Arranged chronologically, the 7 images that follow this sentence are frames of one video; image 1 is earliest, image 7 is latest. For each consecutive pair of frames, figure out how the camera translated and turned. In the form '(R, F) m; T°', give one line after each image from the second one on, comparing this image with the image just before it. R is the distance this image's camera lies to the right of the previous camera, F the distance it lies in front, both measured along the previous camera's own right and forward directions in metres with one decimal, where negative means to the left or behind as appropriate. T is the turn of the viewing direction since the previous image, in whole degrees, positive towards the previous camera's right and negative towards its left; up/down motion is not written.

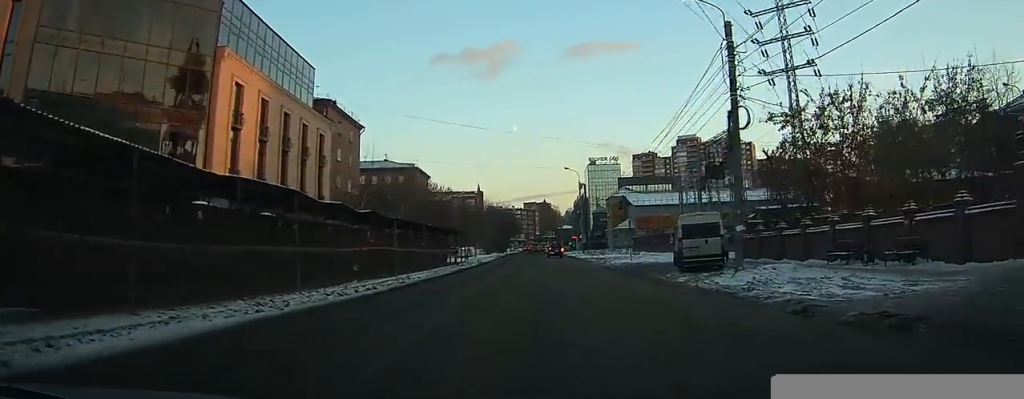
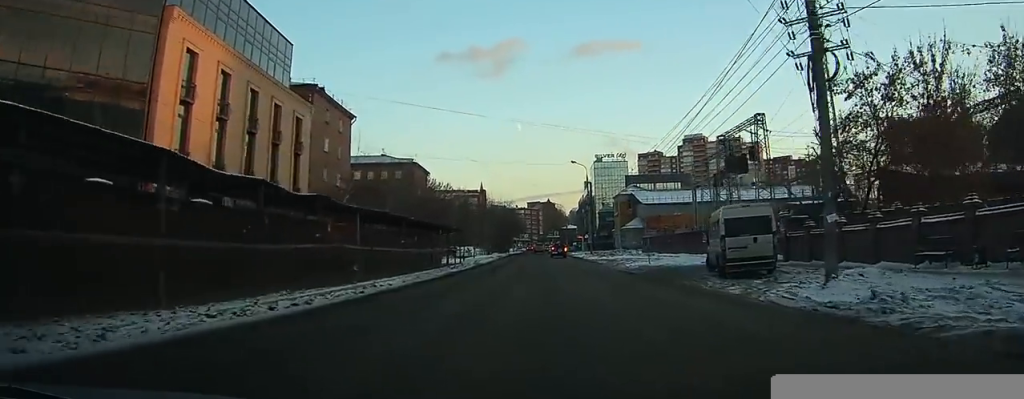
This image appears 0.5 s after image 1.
(0.0, +4.6) m; 0°
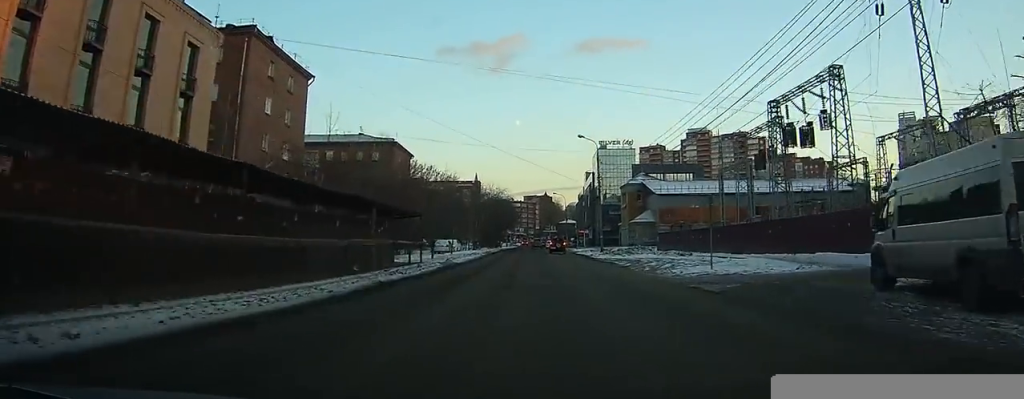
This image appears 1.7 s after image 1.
(0.0, +11.9) m; 0°
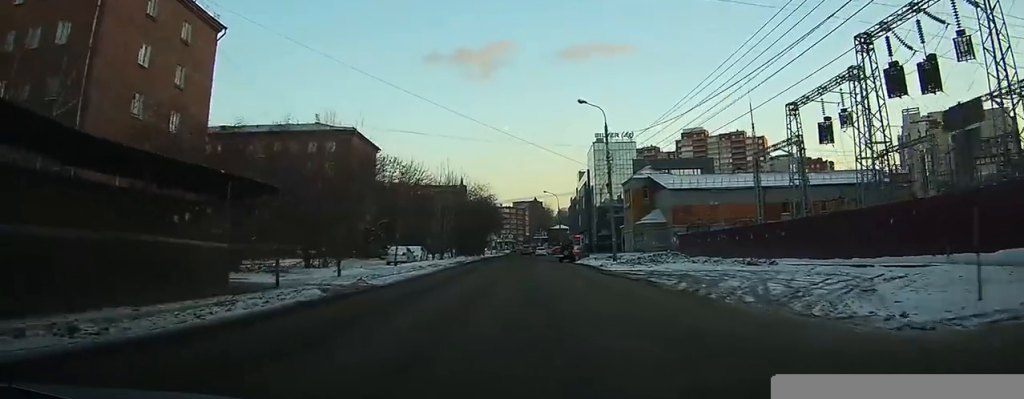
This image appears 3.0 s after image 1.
(0.0, +13.8) m; +1°
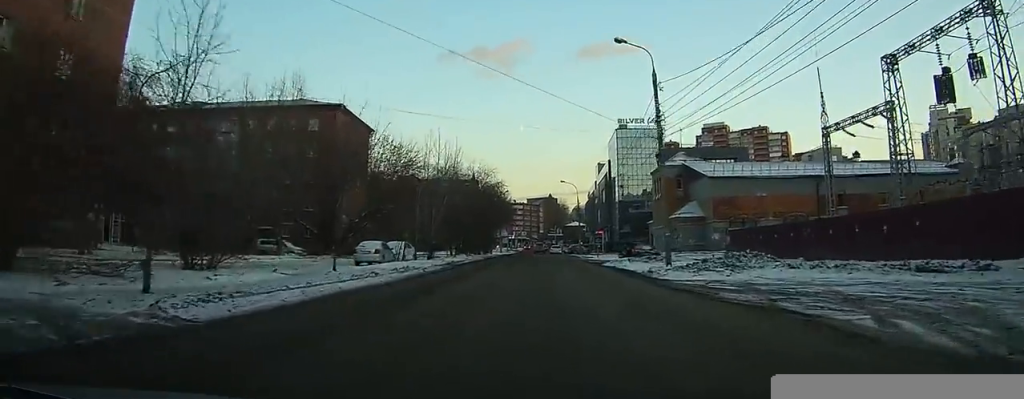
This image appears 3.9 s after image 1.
(+0.1, +10.9) m; +1°
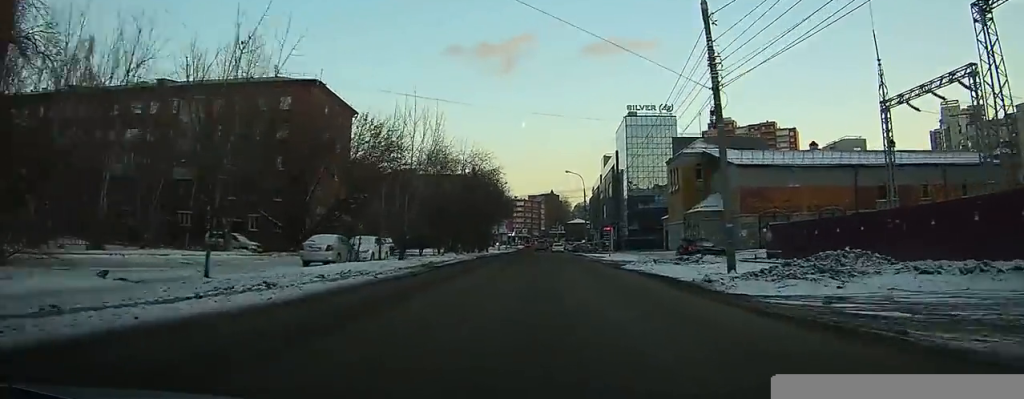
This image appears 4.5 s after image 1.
(0.0, +7.9) m; 0°
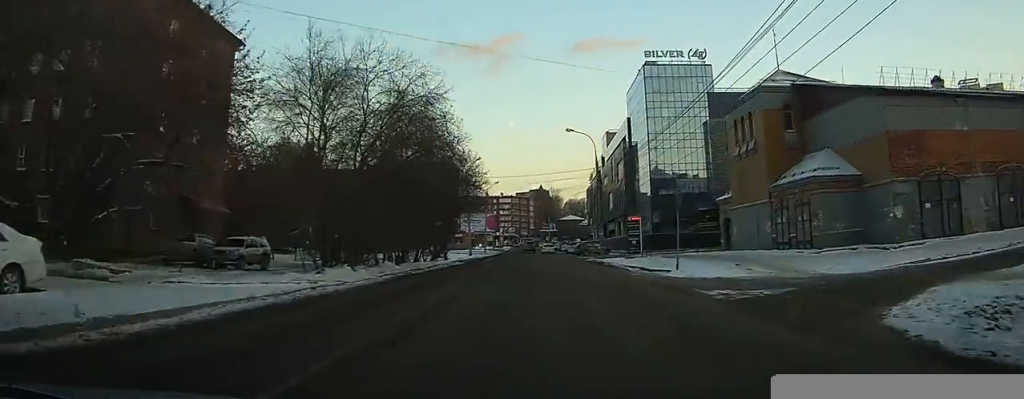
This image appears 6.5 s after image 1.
(+0.4, +26.1) m; +2°
